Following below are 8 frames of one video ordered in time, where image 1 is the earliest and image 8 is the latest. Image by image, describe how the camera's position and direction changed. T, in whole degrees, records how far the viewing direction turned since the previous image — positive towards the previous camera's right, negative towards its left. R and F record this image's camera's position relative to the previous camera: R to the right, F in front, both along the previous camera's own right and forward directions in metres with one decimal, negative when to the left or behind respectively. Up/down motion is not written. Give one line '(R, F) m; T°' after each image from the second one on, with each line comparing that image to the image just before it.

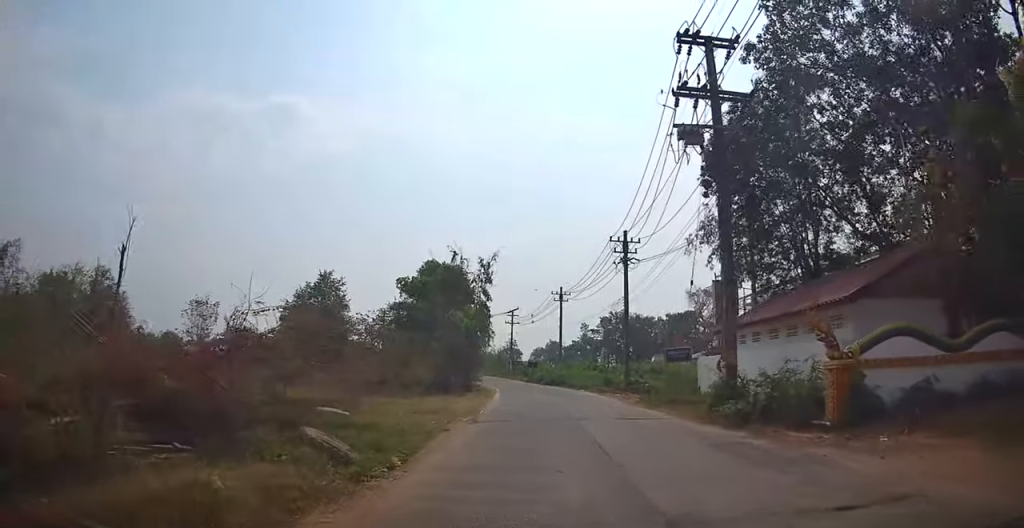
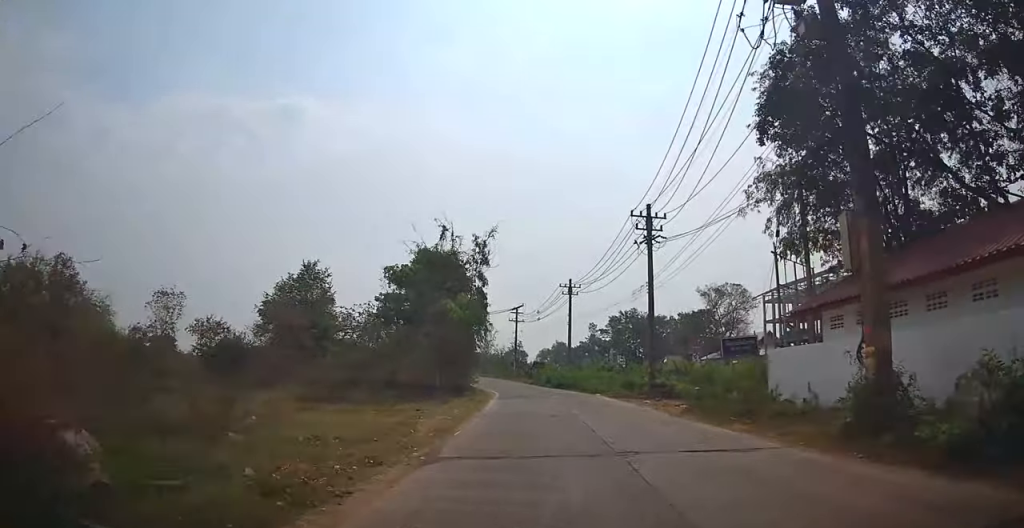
(+0.1, +6.9) m; +1°
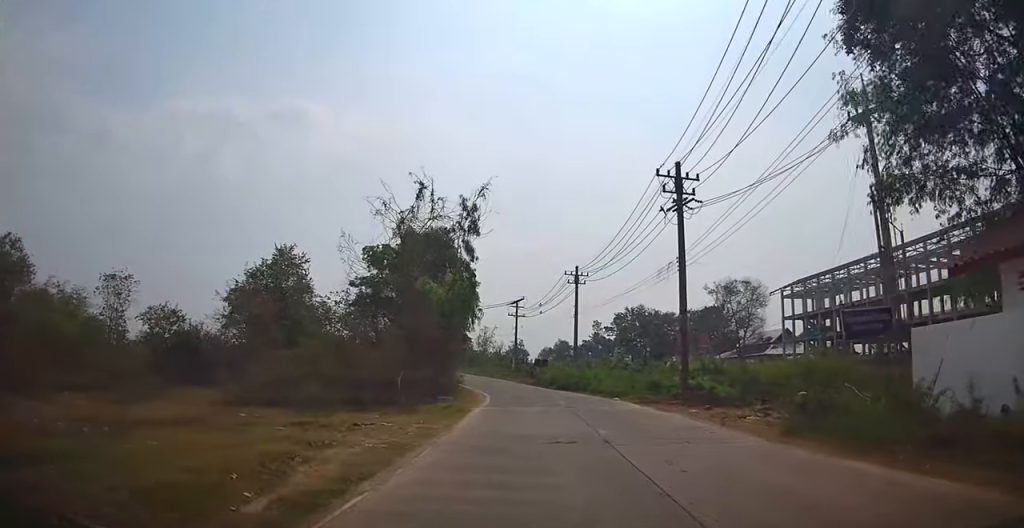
(0.0, +7.3) m; 0°
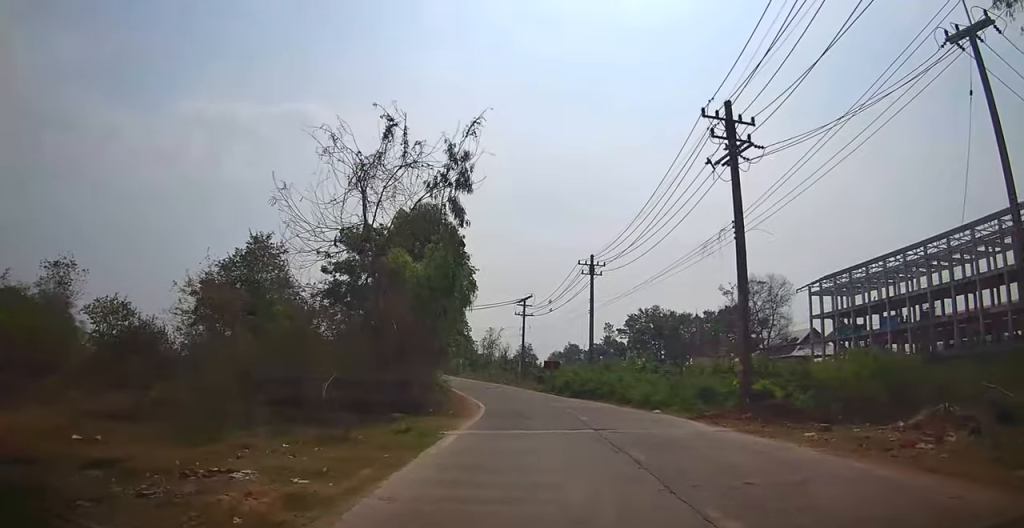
(-0.2, +7.4) m; 0°
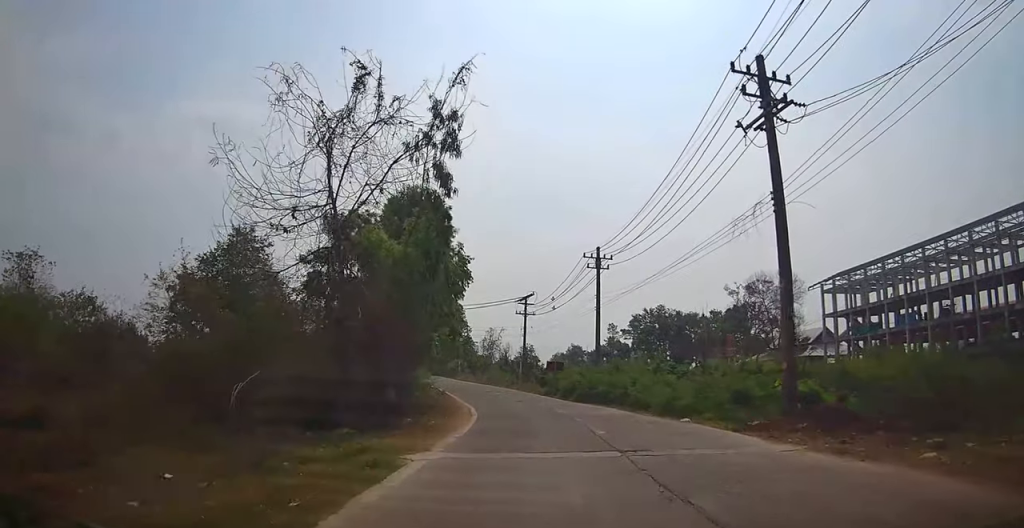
(+0.1, +3.6) m; 0°
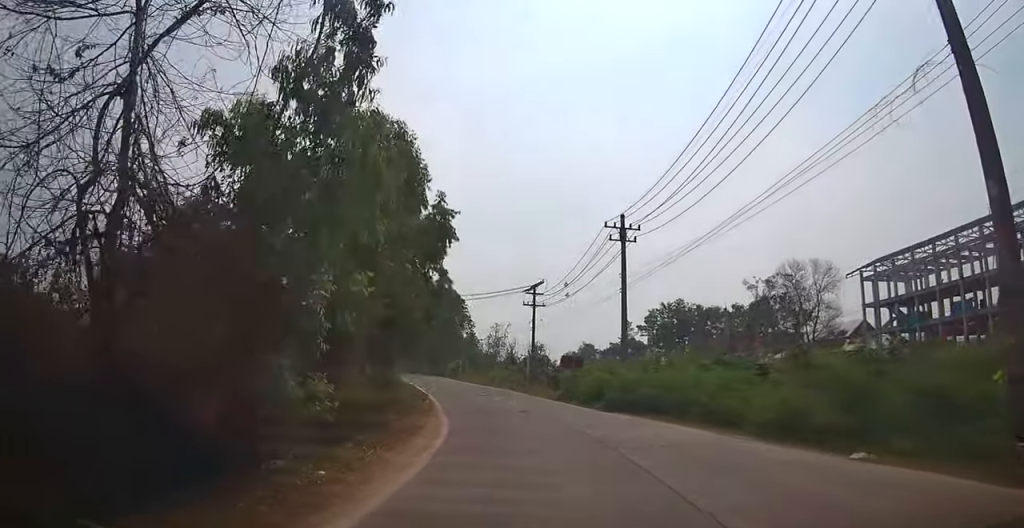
(+0.1, +8.9) m; 0°
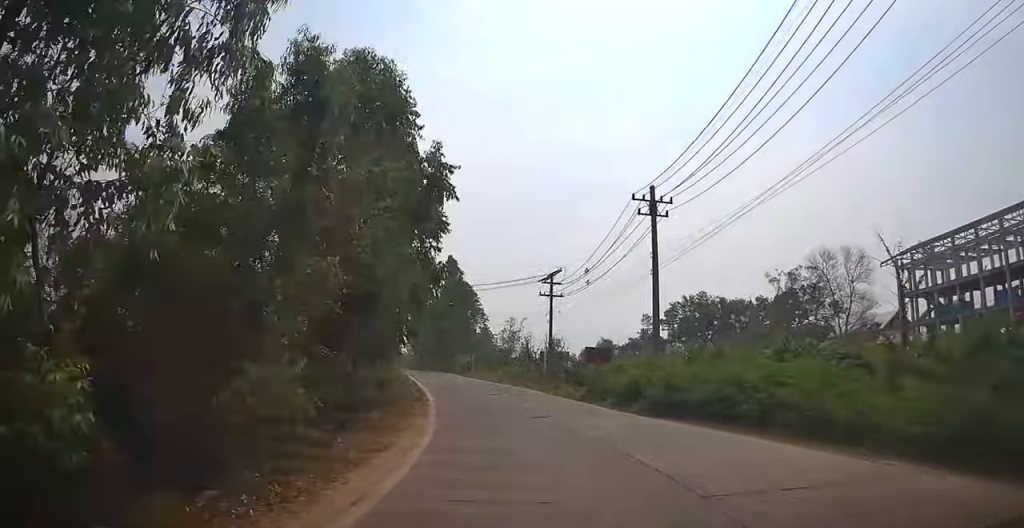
(0.0, +4.7) m; -1°
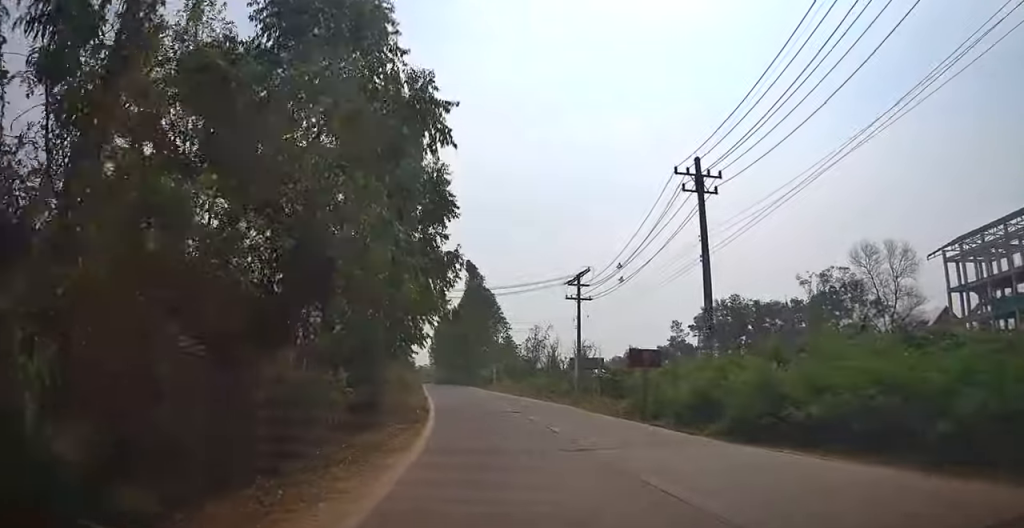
(0.0, +5.1) m; -2°
